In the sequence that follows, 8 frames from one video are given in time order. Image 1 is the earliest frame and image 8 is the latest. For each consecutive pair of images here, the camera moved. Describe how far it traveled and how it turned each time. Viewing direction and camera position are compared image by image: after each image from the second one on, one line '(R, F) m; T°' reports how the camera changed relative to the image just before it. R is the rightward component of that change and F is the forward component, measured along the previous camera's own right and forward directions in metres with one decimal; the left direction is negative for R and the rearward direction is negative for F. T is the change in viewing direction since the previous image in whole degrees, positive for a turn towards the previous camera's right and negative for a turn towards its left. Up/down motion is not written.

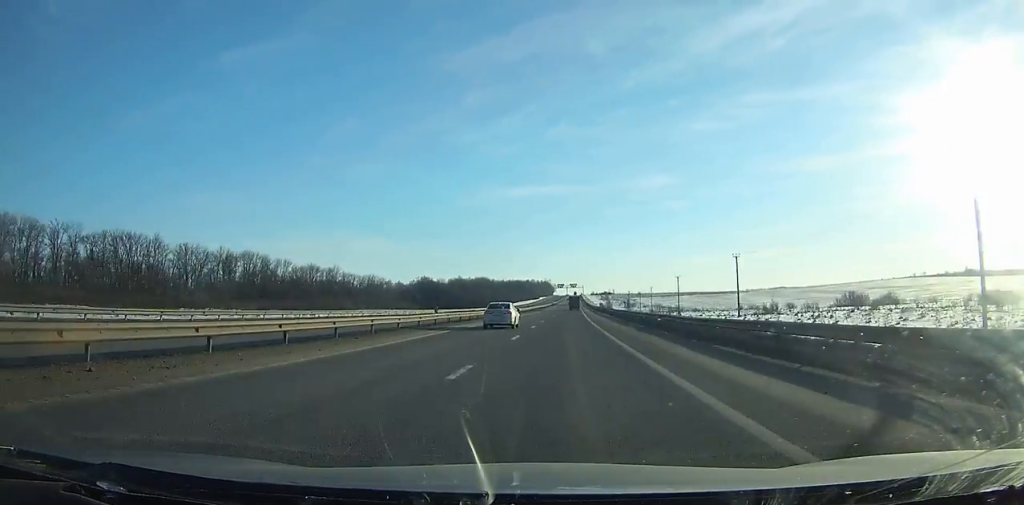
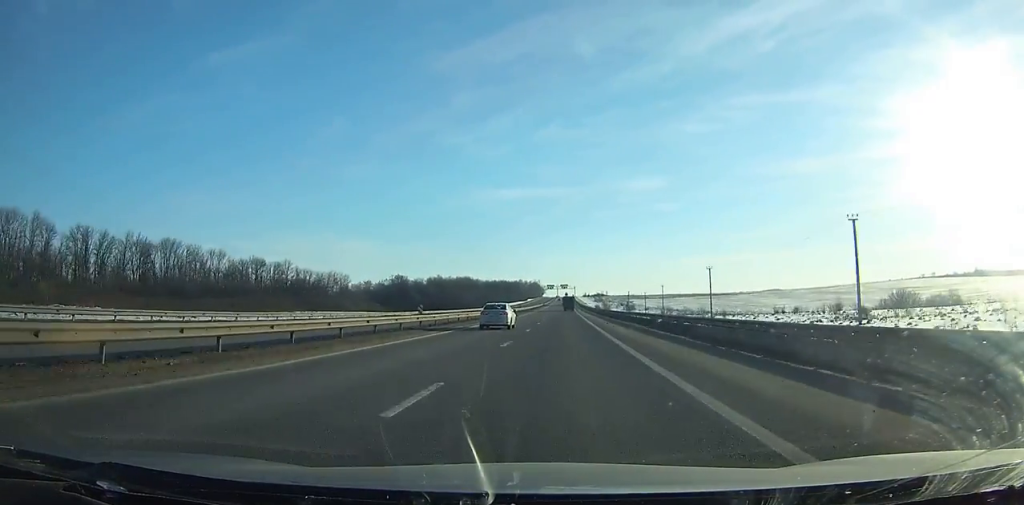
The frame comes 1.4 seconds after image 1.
(+0.2, +39.5) m; +1°
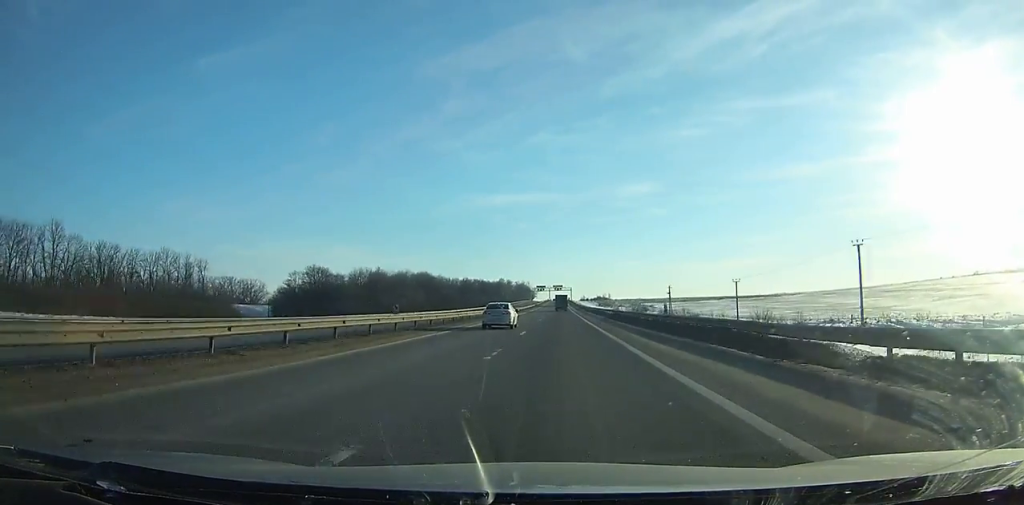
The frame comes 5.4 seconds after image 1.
(+0.9, +111.6) m; 0°
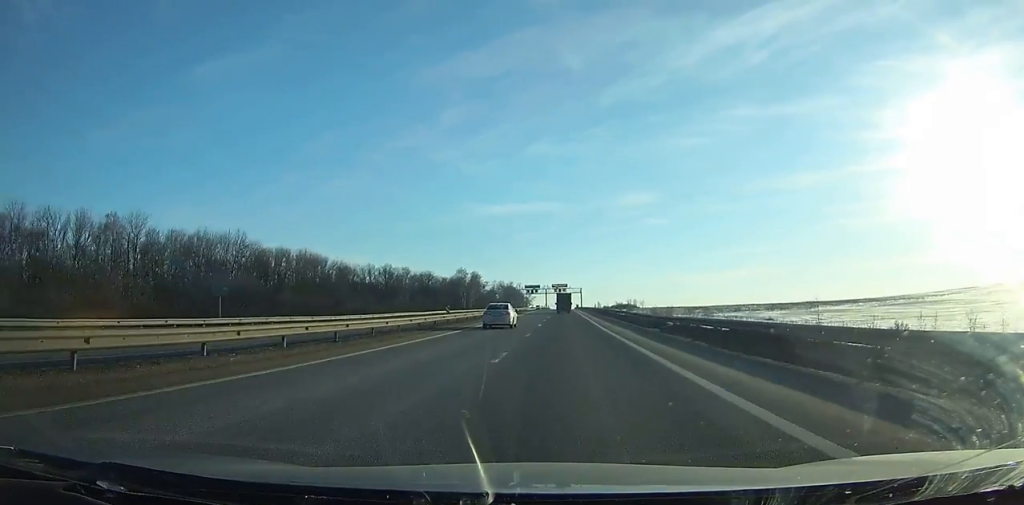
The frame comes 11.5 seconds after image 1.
(-0.8, +169.5) m; 0°
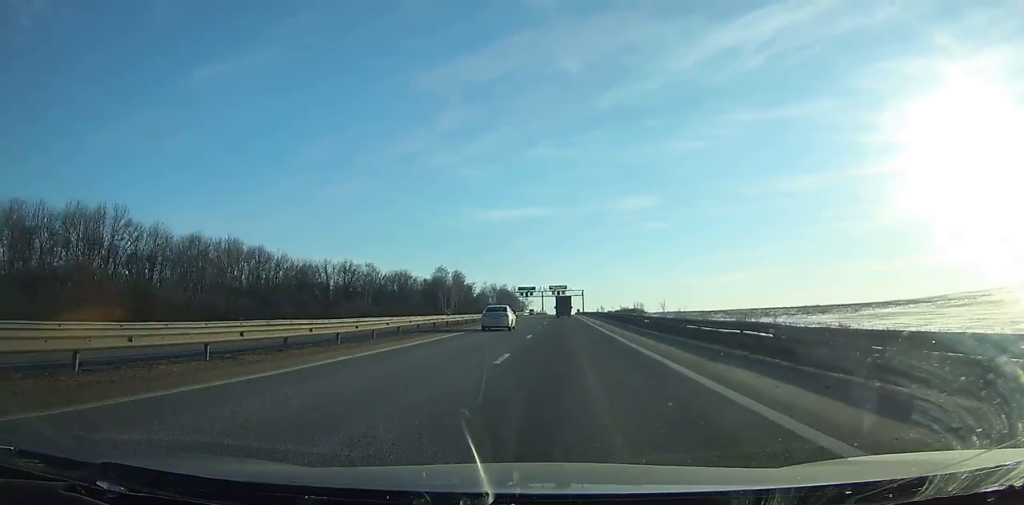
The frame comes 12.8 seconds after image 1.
(+0.1, +36.1) m; 0°
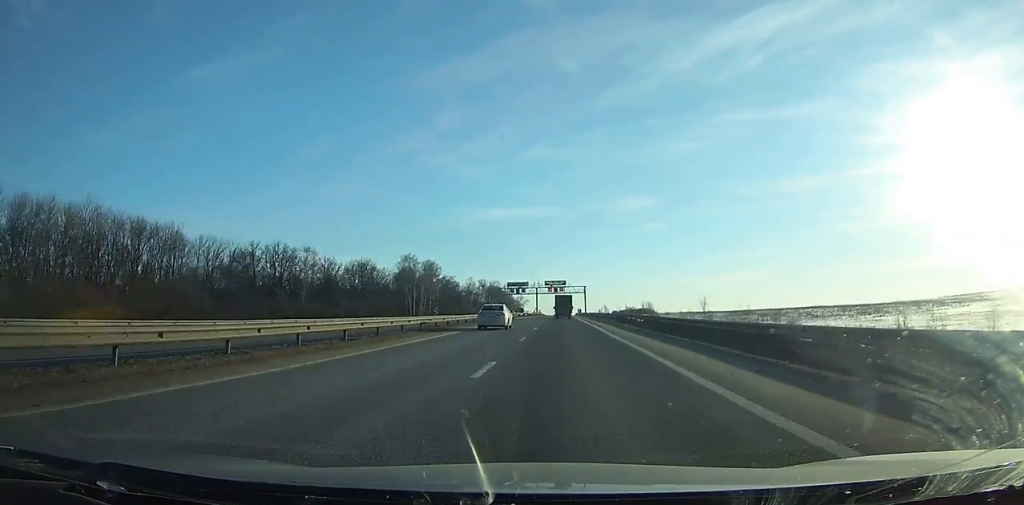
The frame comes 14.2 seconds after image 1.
(+0.1, +38.9) m; 0°
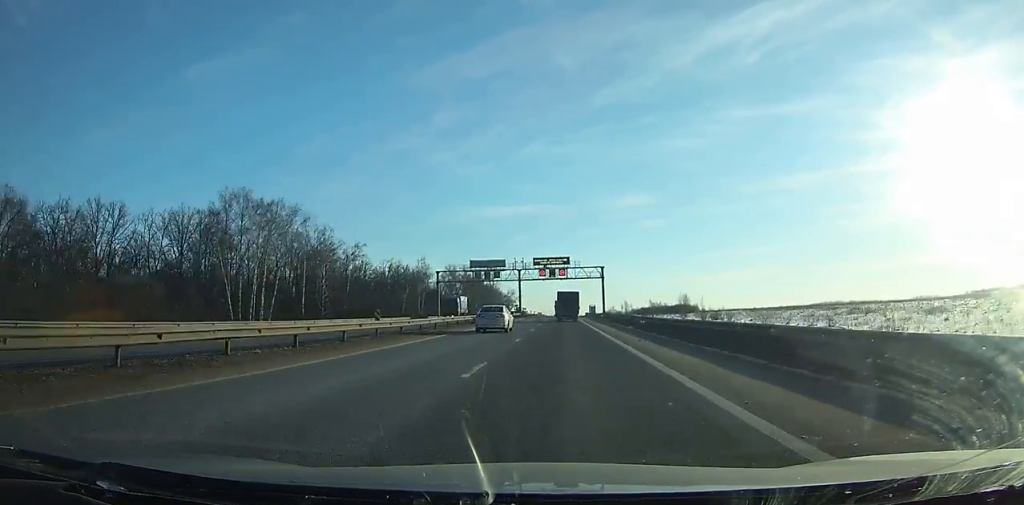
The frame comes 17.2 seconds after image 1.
(0.0, +83.5) m; 0°
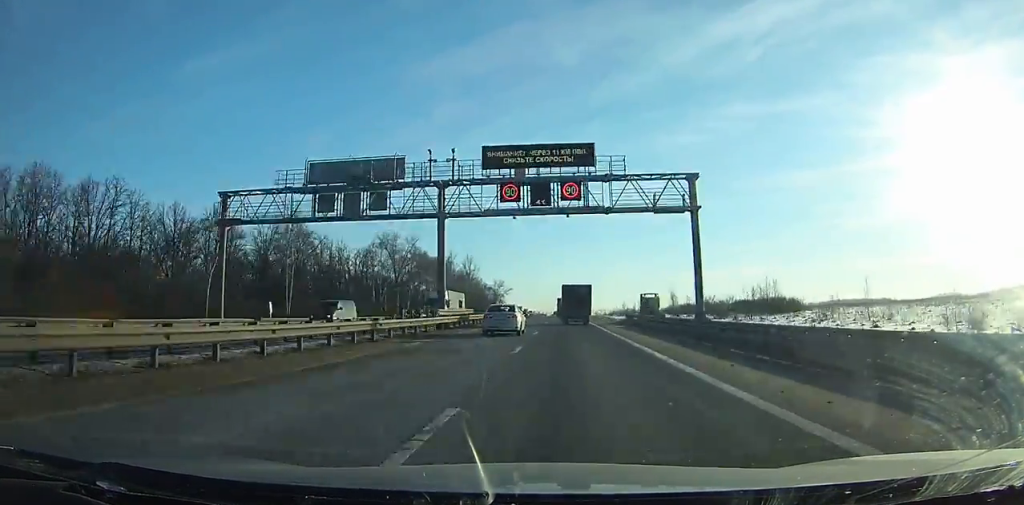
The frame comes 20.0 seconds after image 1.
(-0.3, +77.5) m; 0°
